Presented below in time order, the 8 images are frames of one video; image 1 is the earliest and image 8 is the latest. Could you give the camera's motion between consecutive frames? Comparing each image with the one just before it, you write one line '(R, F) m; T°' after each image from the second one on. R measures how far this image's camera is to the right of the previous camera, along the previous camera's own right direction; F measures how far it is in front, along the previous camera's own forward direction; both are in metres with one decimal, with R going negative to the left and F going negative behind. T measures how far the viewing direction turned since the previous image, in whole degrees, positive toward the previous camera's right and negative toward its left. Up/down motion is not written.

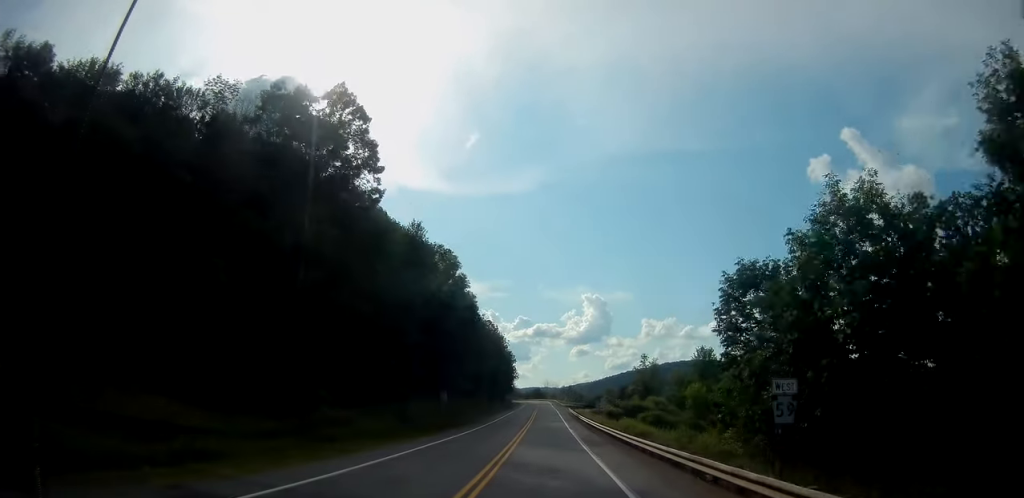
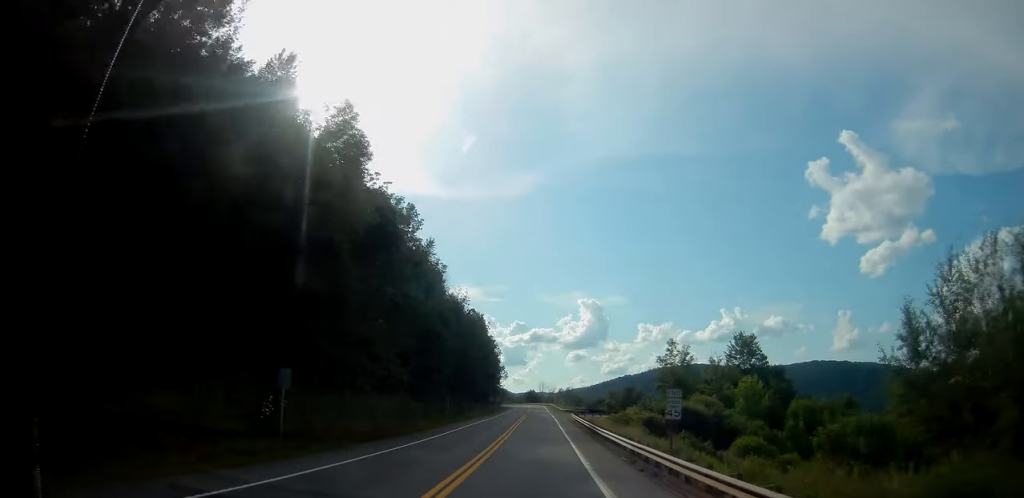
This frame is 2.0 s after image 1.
(-0.2, +32.1) m; -1°
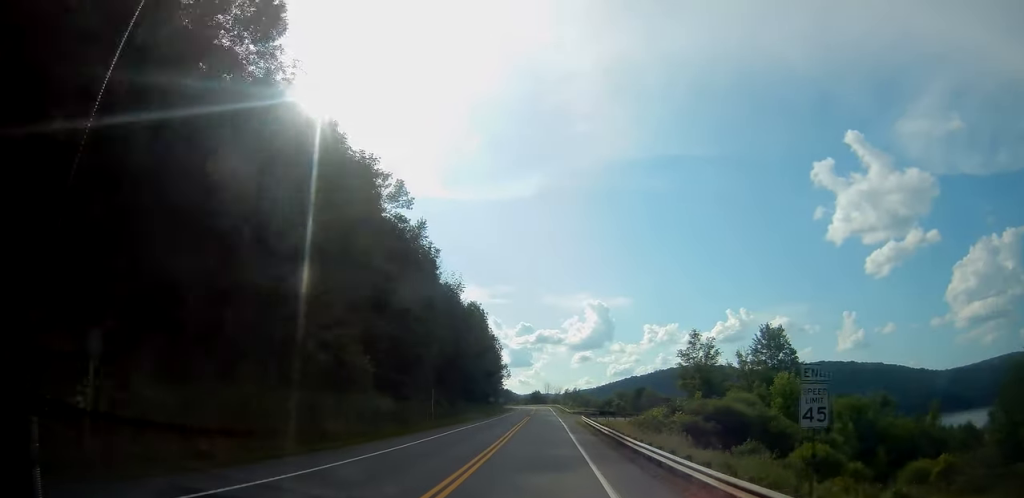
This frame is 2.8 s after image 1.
(-0.1, +11.1) m; 0°
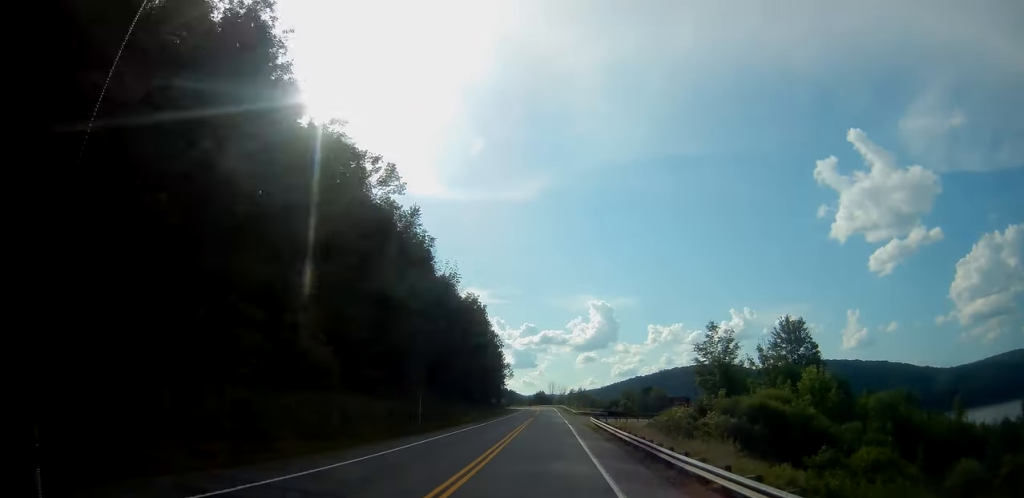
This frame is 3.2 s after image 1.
(0.0, +7.0) m; 0°
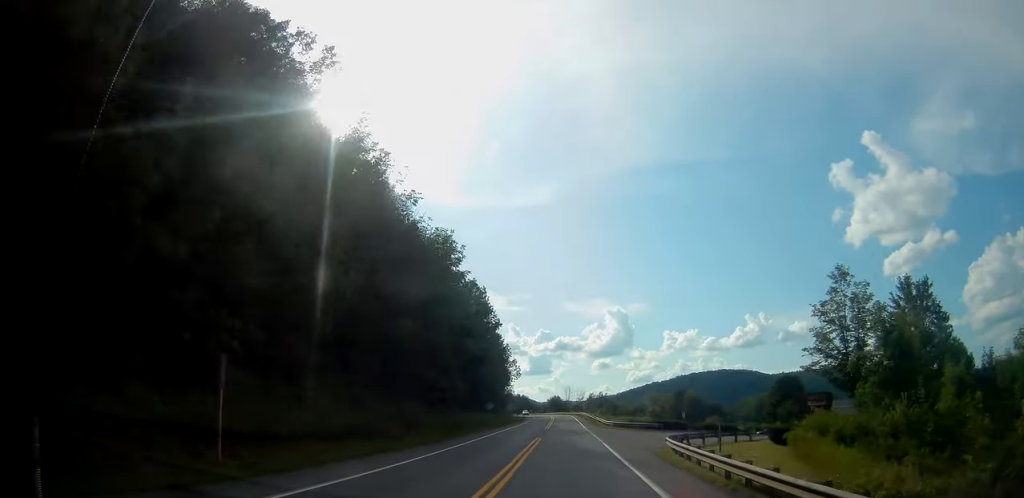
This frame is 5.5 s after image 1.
(+0.2, +31.3) m; -1°
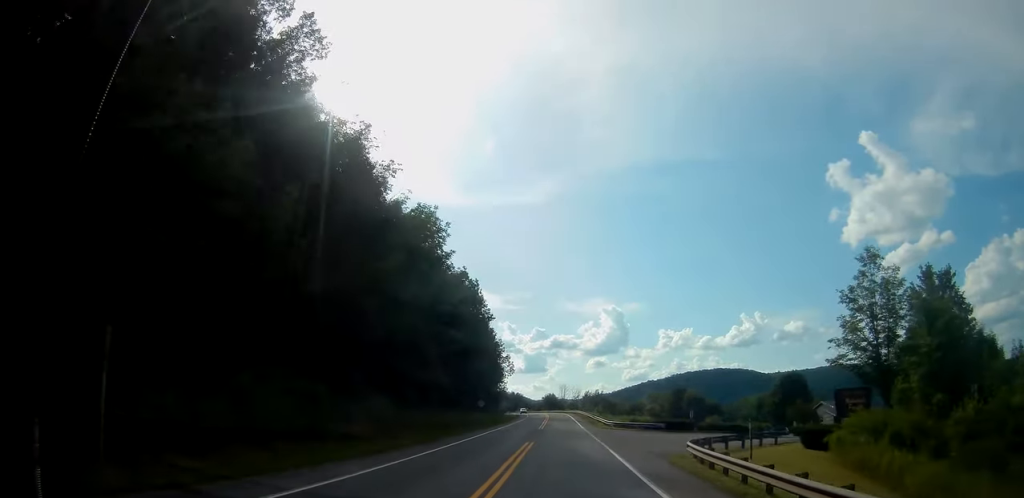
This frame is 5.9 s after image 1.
(-0.1, +5.6) m; 0°
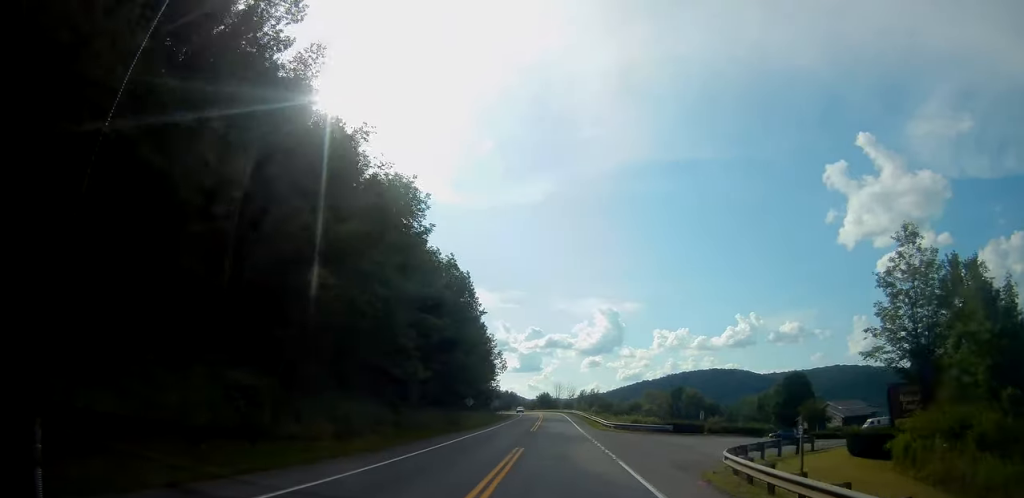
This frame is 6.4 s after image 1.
(0.0, +5.8) m; 0°
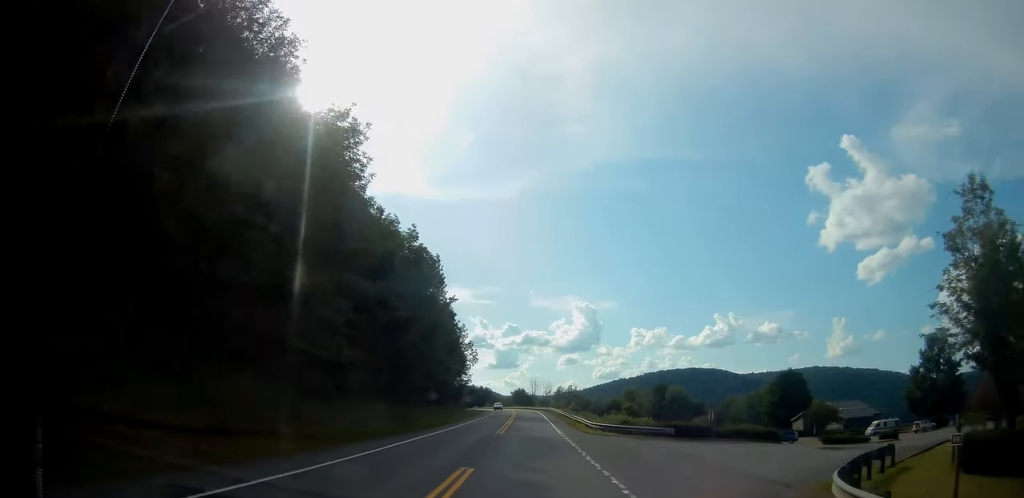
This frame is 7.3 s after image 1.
(0.0, +9.9) m; +2°
